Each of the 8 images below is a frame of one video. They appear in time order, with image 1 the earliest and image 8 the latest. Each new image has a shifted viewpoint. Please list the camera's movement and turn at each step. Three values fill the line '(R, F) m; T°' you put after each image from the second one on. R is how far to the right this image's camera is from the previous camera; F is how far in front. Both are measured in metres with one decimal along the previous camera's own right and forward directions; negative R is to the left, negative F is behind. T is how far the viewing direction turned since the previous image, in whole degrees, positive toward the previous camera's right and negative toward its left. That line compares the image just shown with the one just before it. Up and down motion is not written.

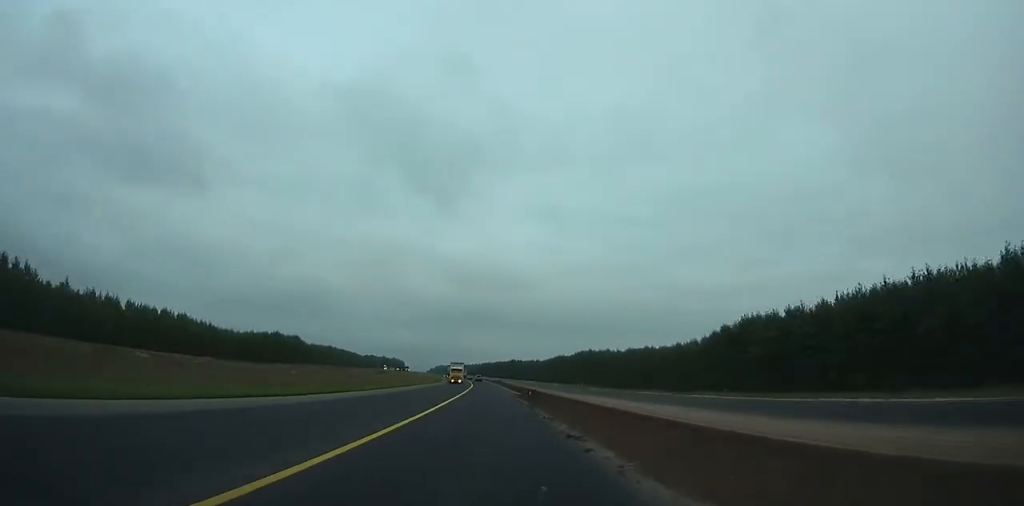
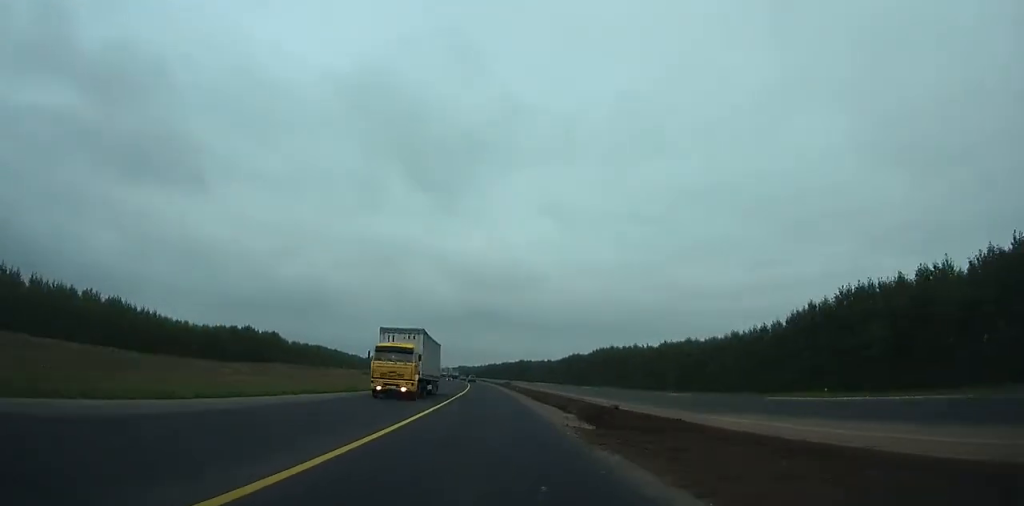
(0.0, +40.0) m; -1°
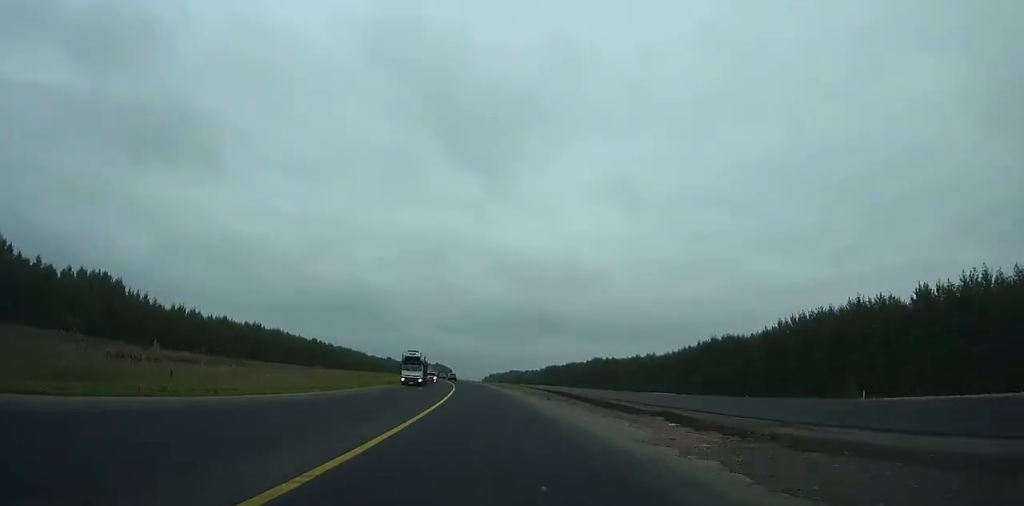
(-4.7, +150.9) m; -5°
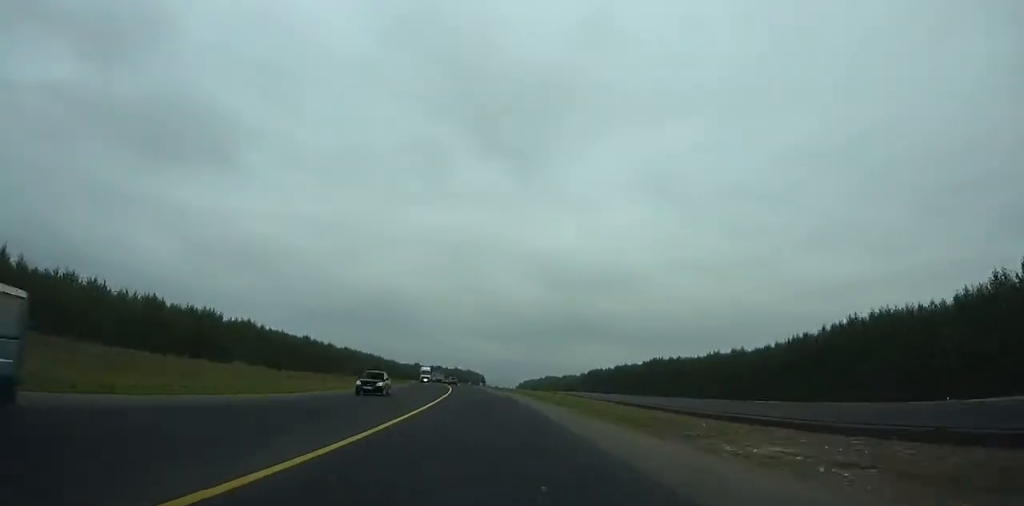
(-2.1, +58.8) m; -3°
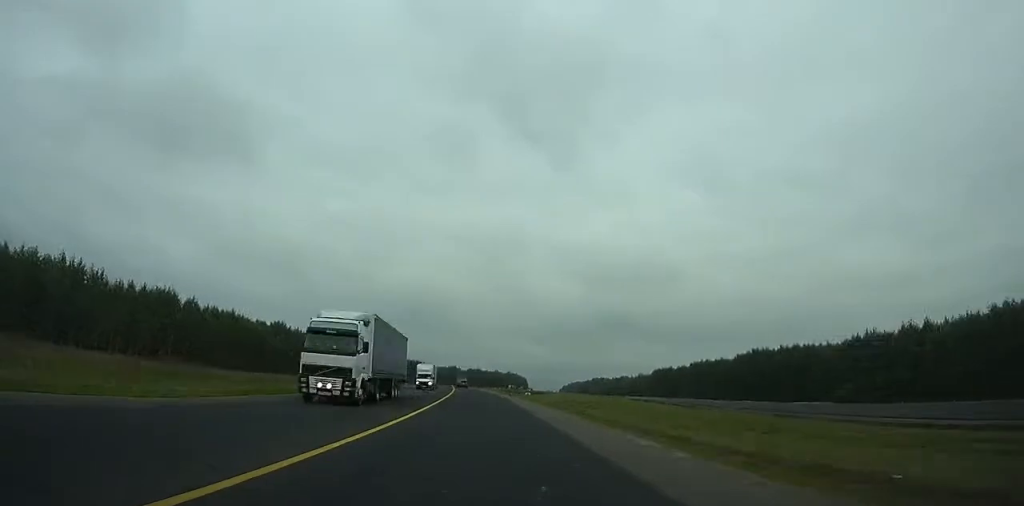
(-2.2, +68.5) m; -4°
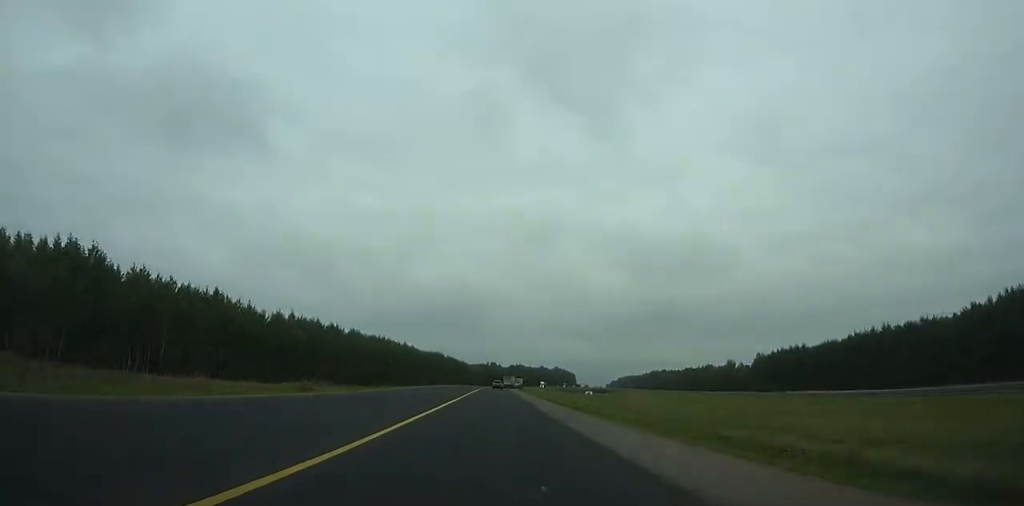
(-5.4, +97.9) m; -4°
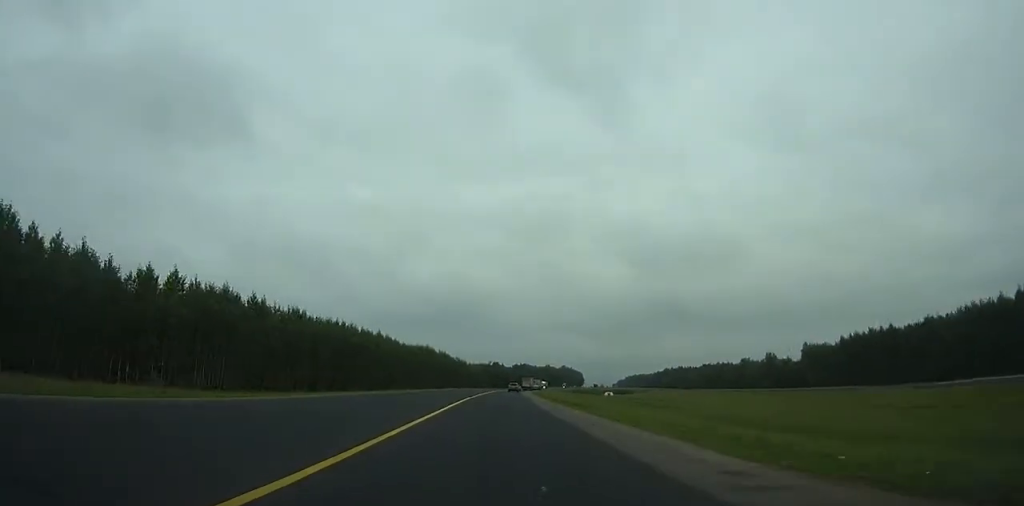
(0.0, +48.9) m; 0°
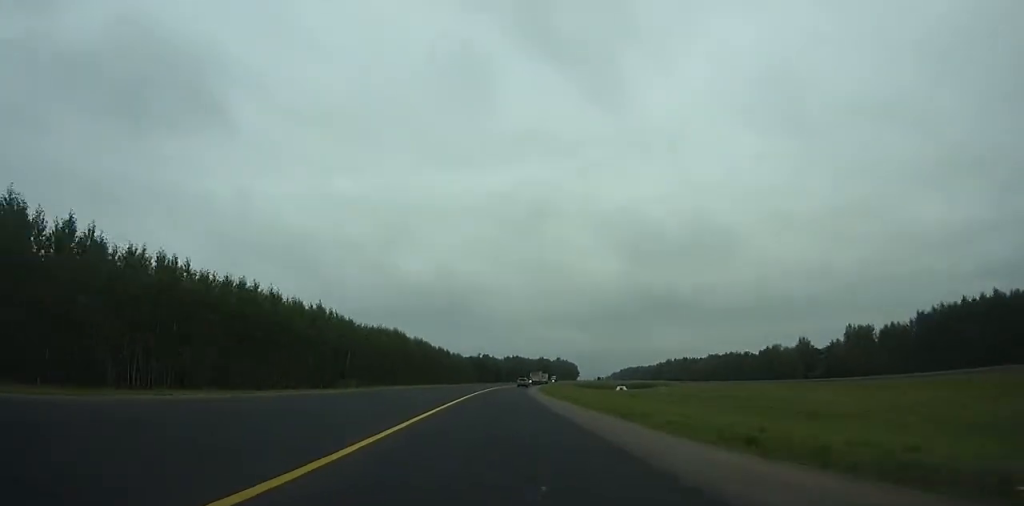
(-0.1, +43.7) m; 0°
